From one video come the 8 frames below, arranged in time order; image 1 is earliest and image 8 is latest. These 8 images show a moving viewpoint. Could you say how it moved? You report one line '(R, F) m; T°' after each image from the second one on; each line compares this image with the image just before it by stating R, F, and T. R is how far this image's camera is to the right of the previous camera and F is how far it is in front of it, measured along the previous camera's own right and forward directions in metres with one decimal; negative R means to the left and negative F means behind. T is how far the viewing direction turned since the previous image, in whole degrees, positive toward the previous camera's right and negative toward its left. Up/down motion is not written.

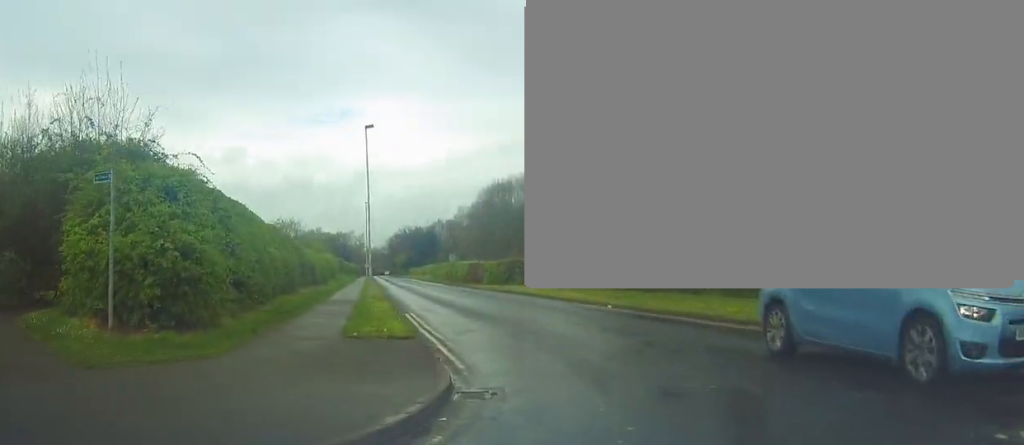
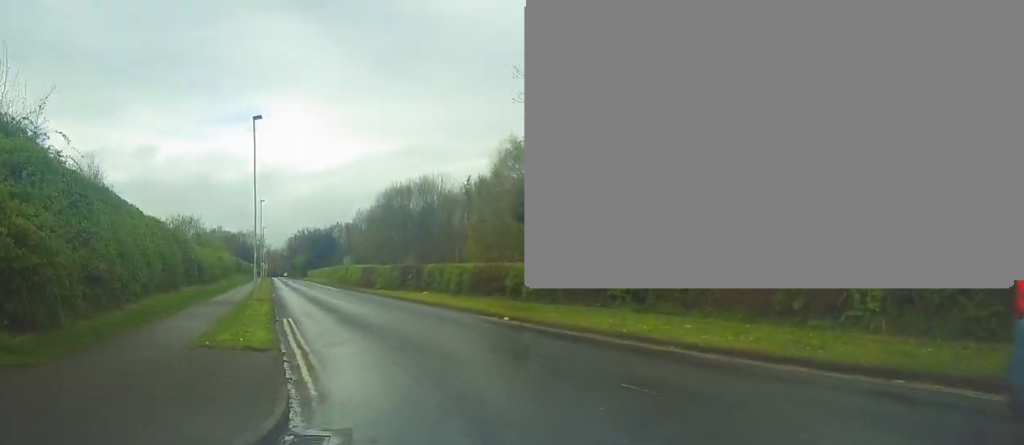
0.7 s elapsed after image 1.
(+0.5, +1.9) m; +9°
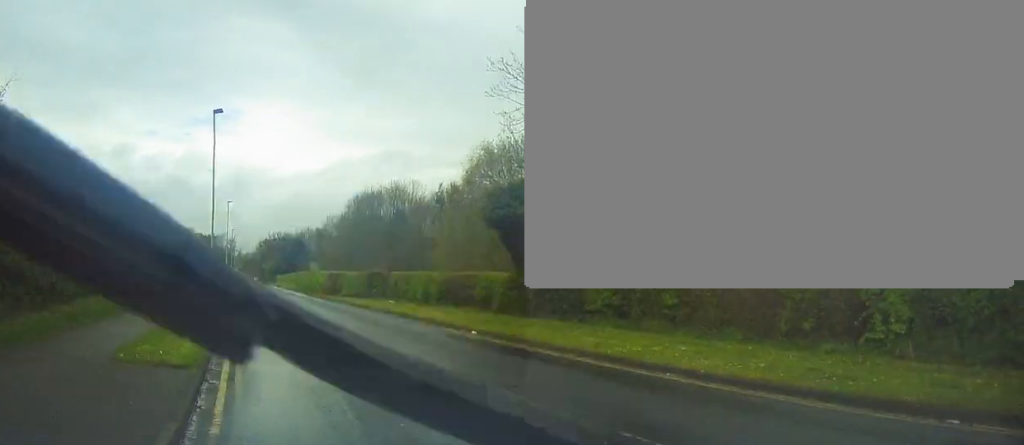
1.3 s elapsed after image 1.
(-0.1, +1.9) m; -2°
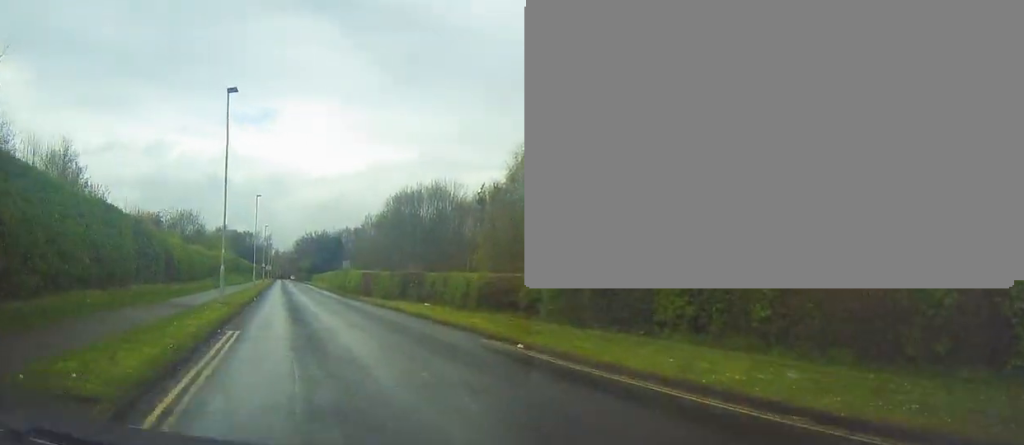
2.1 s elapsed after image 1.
(-0.1, +3.0) m; -5°
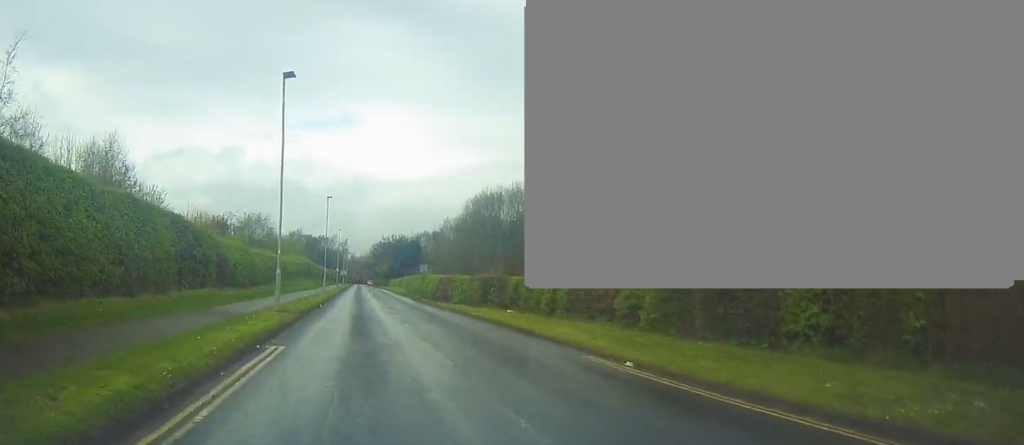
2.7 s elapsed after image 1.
(+0.1, +2.5) m; -5°
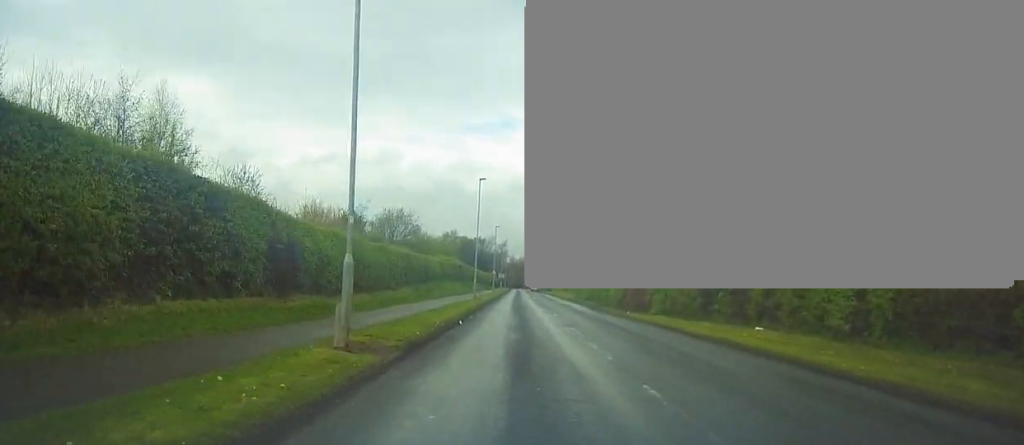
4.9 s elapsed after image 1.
(-2.3, +11.4) m; -13°
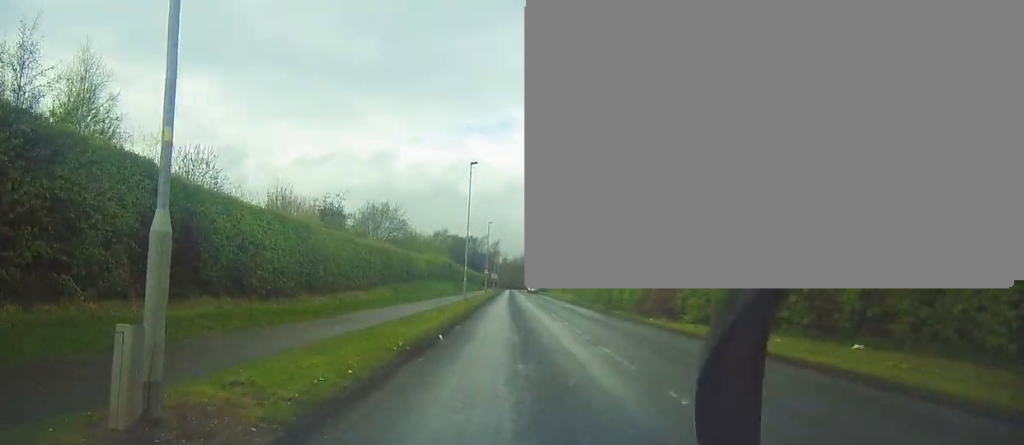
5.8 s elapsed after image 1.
(+0.2, +6.0) m; 0°
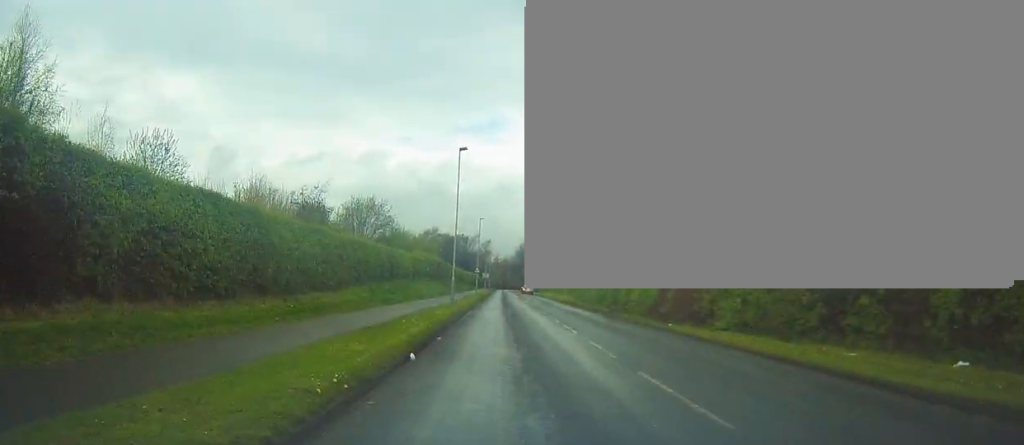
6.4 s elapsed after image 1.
(-0.1, +4.1) m; +1°
